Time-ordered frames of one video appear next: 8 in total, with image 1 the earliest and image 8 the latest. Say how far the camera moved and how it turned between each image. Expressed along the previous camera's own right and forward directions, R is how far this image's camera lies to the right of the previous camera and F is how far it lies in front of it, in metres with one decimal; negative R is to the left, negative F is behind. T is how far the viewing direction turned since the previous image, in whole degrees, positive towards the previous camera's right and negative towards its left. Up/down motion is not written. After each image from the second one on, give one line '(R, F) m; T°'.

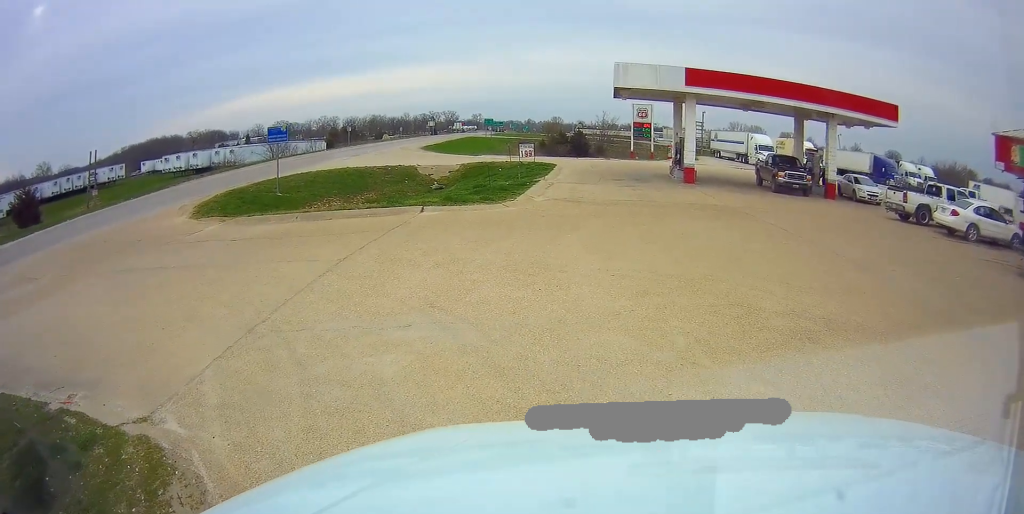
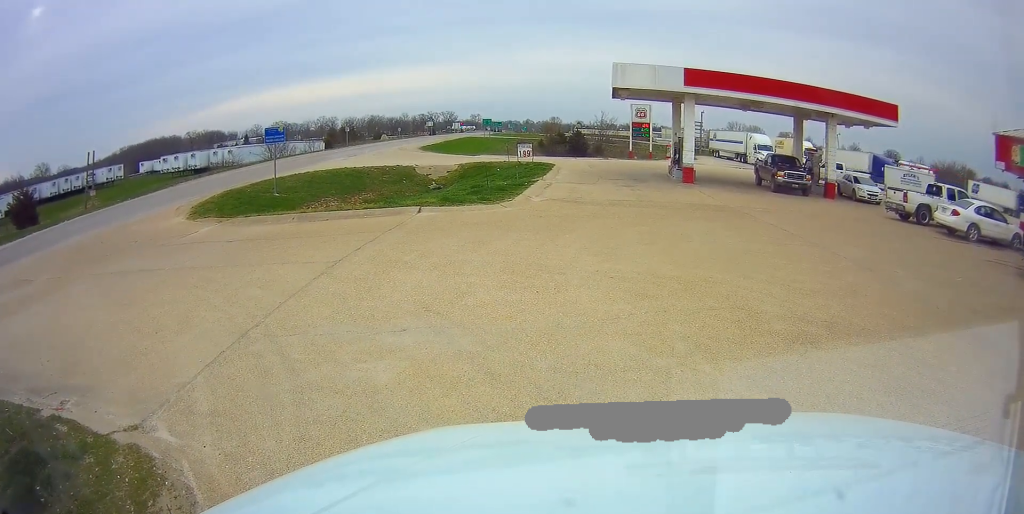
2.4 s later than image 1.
(0.0, +0.4) m; 0°
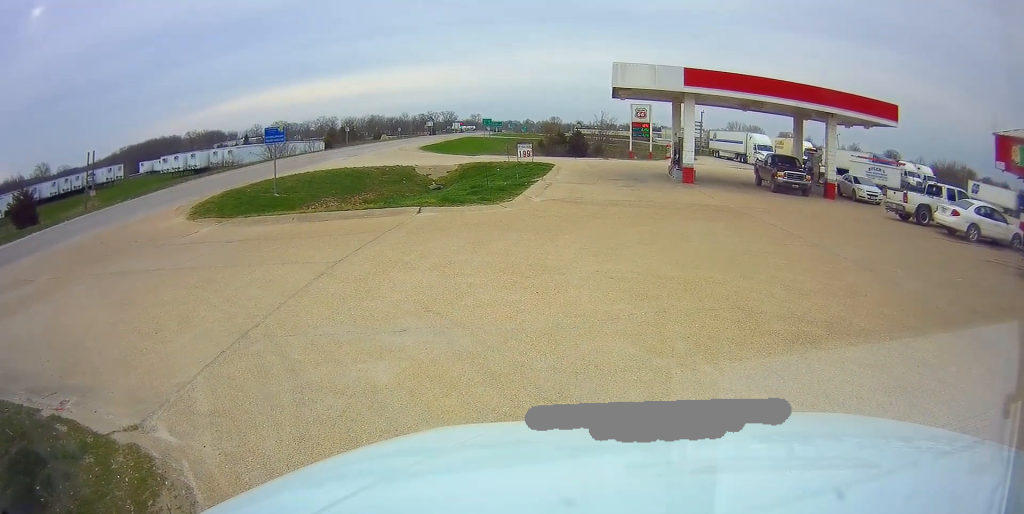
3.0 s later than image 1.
(0.0, +0.1) m; 0°
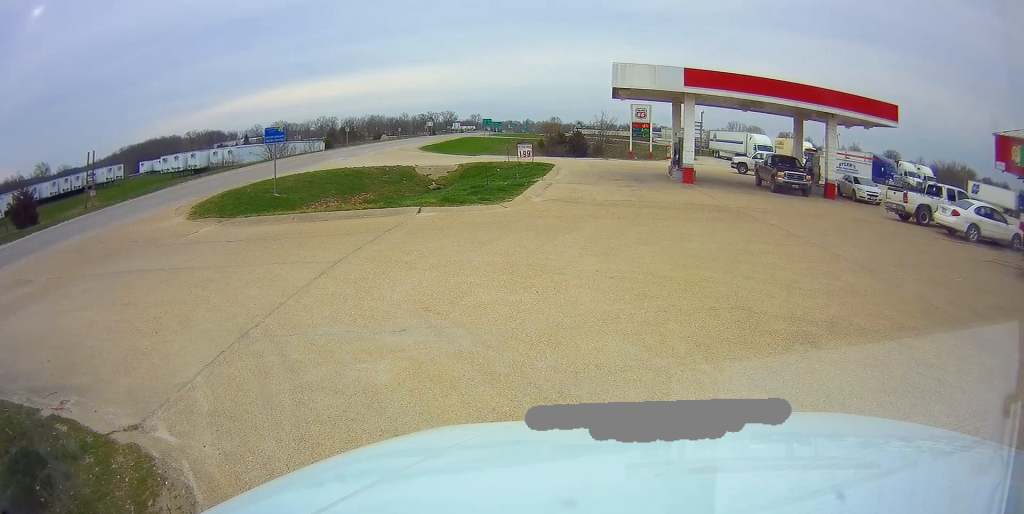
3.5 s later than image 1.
(0.0, 0.0) m; 0°
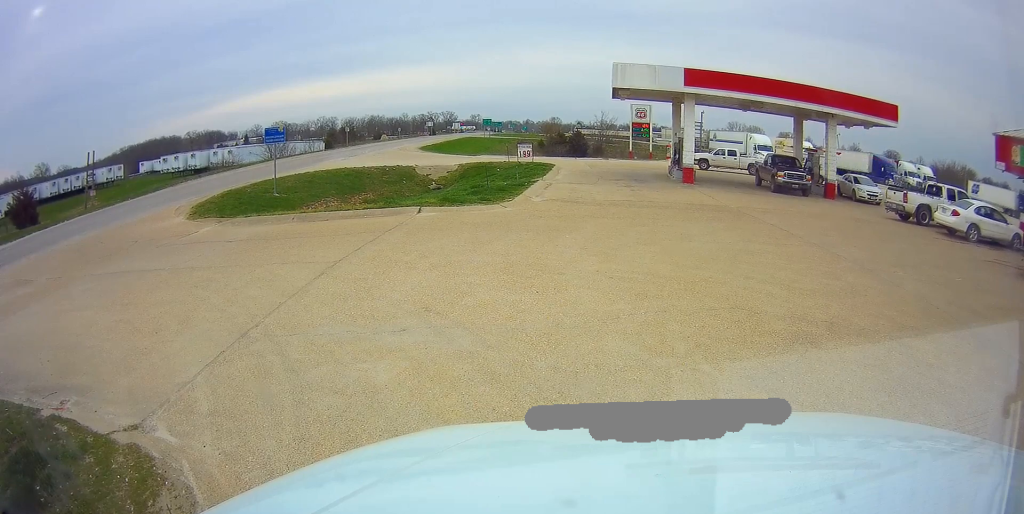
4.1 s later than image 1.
(0.0, +0.1) m; 0°
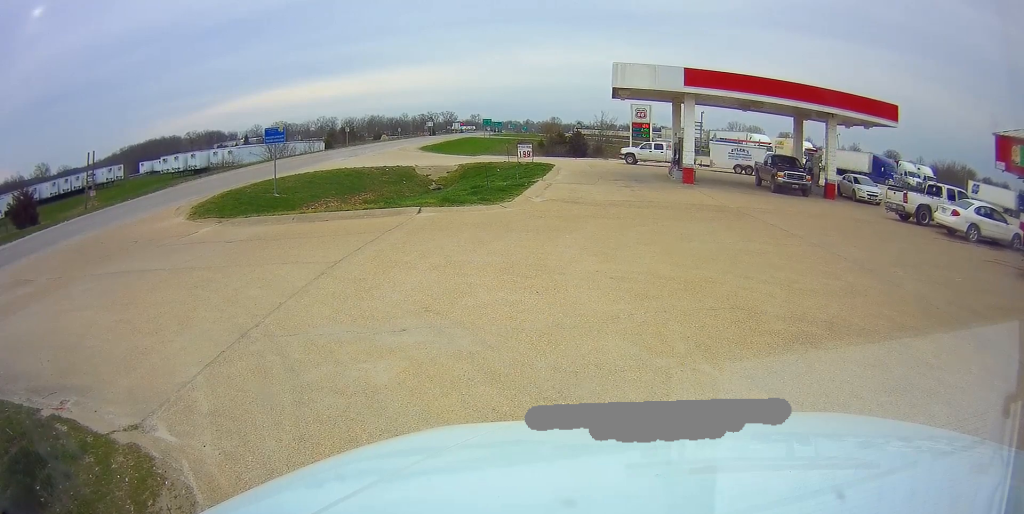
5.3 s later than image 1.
(0.0, +0.1) m; 0°
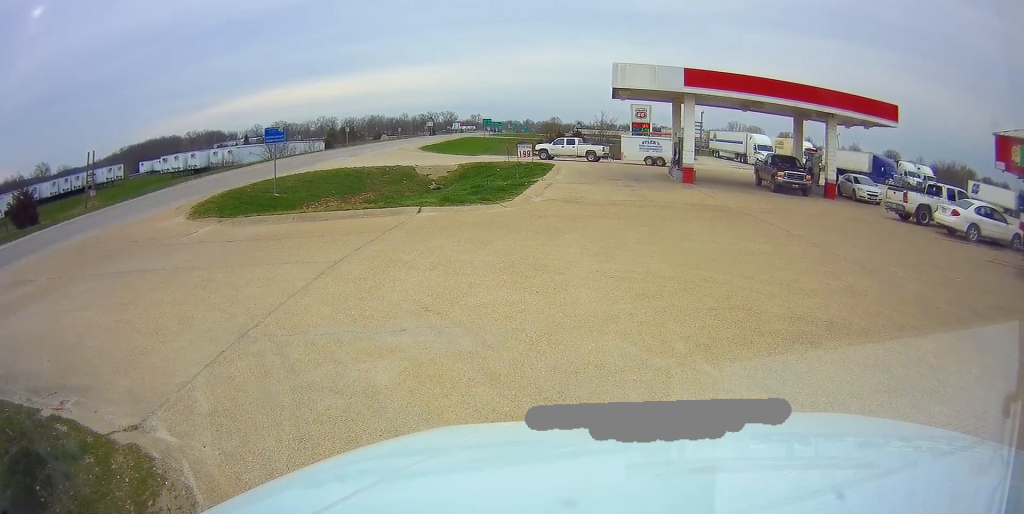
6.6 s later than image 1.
(0.0, +0.2) m; 0°
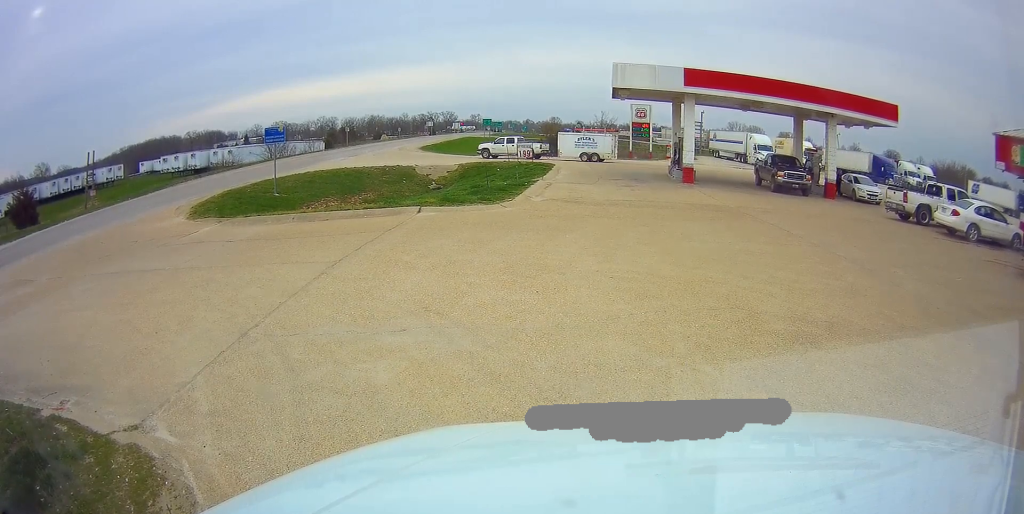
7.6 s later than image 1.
(0.0, +0.1) m; 0°
